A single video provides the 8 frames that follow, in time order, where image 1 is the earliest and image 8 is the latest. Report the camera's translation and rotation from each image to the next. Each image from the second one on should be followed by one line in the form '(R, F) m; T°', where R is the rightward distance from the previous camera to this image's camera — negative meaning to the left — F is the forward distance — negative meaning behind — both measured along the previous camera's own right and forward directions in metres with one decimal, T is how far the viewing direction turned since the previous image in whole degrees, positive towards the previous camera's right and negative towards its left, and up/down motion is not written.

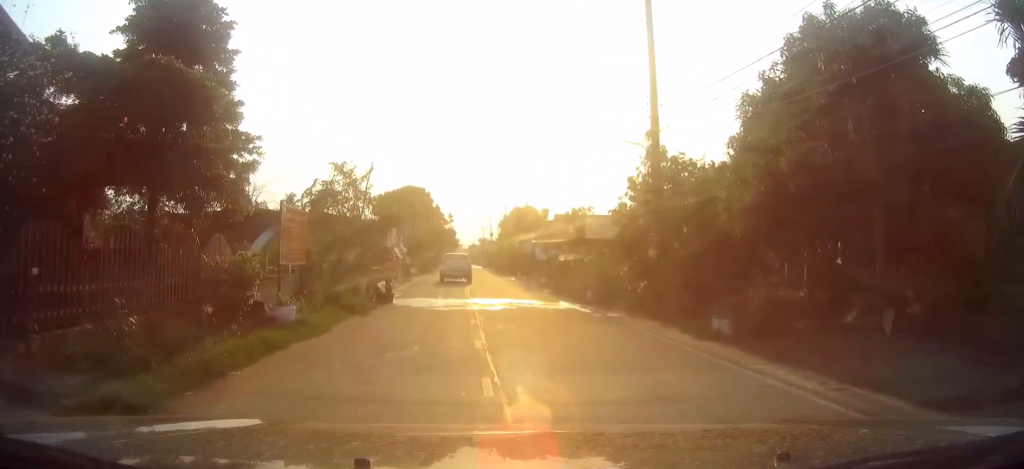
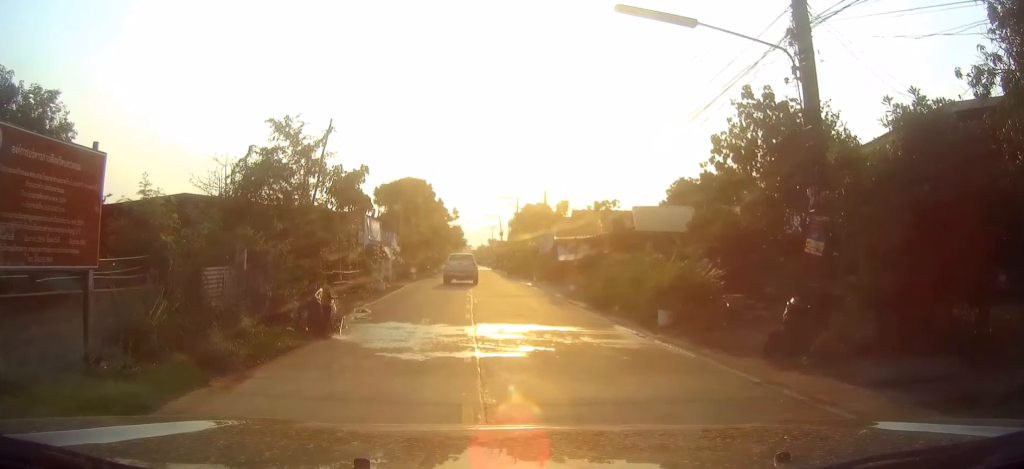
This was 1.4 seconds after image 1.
(+0.1, +10.2) m; -1°
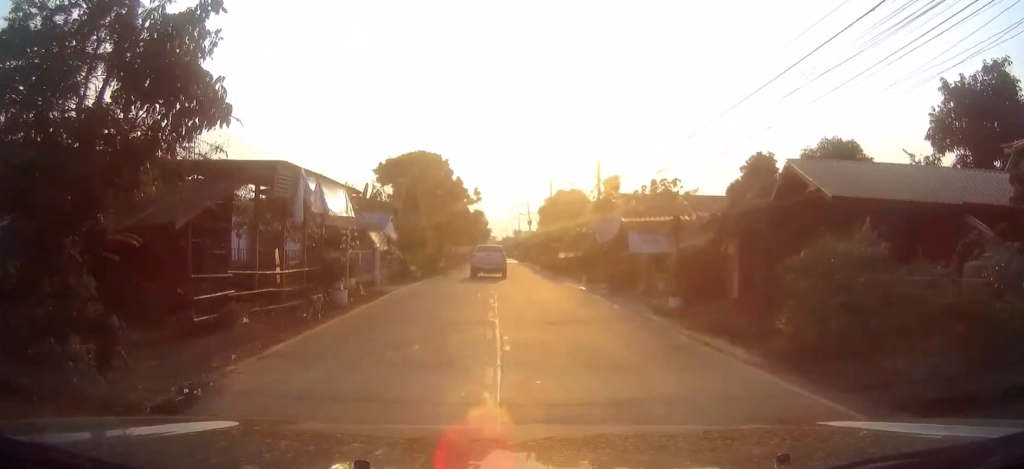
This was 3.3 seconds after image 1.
(-0.5, +13.5) m; -3°
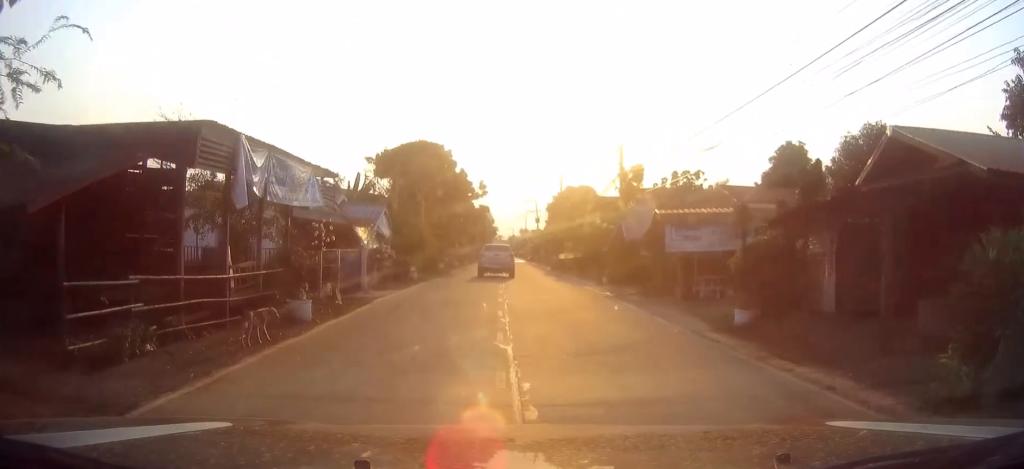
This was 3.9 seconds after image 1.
(0.0, +4.7) m; -1°
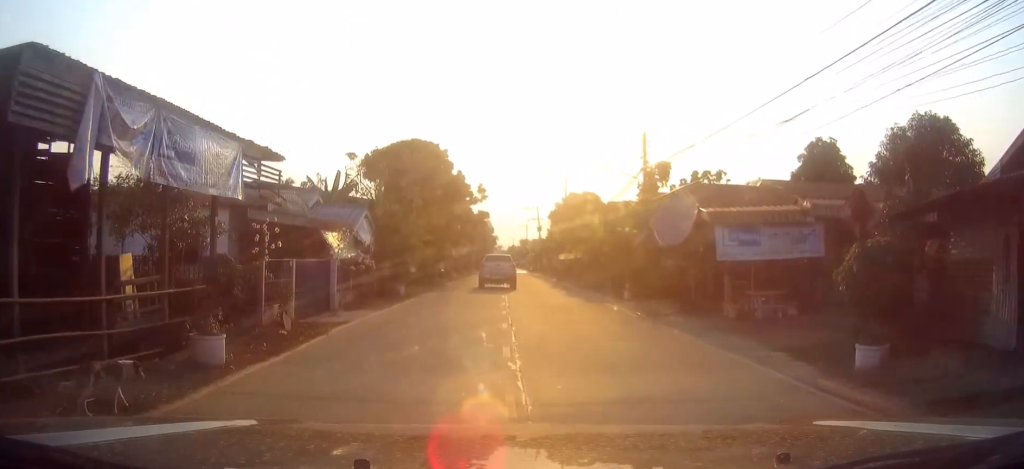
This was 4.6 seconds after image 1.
(-0.1, +5.0) m; 0°
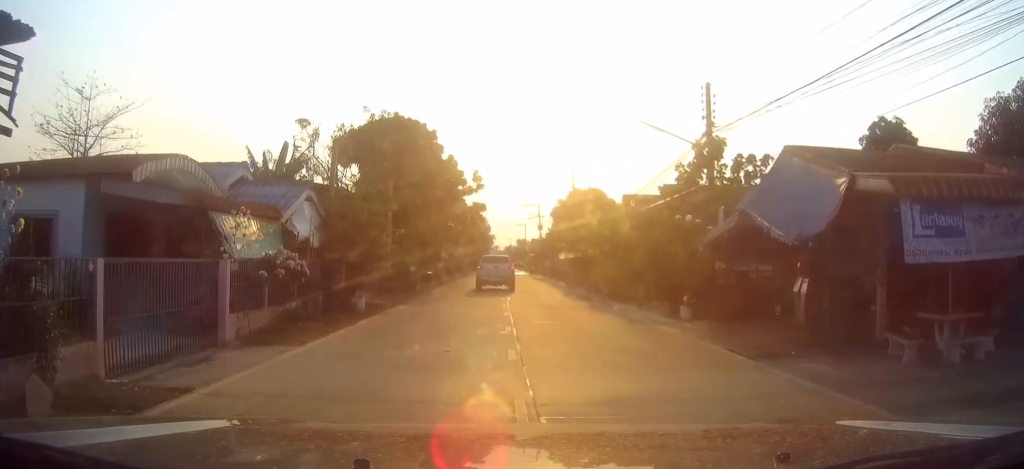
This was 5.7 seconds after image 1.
(0.0, +8.1) m; 0°
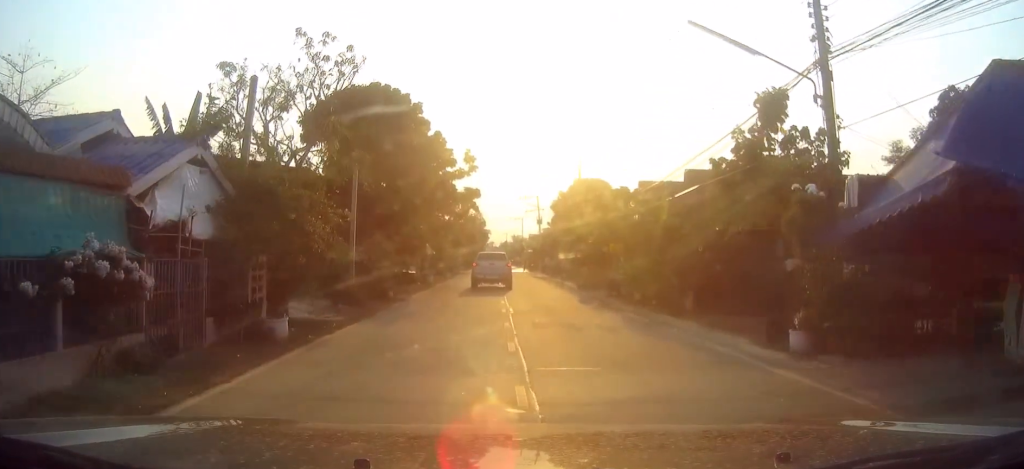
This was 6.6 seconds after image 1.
(0.0, +7.4) m; 0°
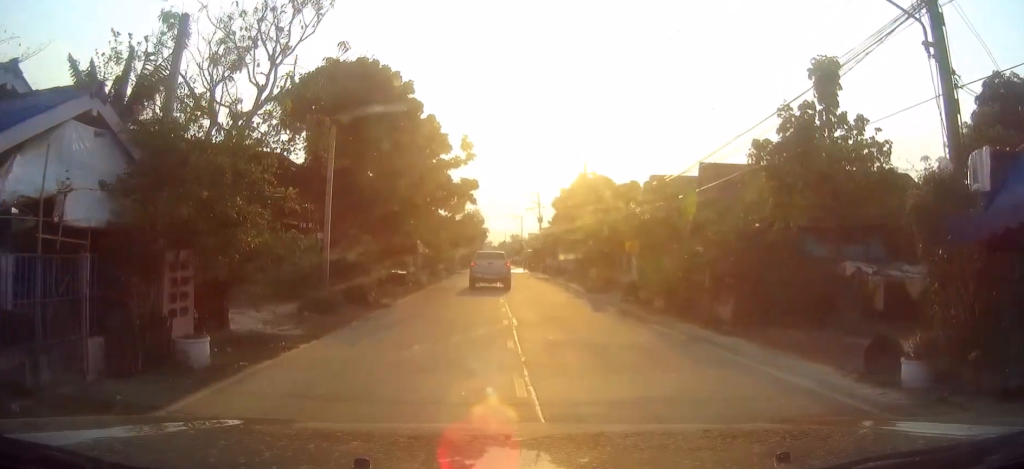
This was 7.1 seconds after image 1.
(-0.1, +3.6) m; 0°
